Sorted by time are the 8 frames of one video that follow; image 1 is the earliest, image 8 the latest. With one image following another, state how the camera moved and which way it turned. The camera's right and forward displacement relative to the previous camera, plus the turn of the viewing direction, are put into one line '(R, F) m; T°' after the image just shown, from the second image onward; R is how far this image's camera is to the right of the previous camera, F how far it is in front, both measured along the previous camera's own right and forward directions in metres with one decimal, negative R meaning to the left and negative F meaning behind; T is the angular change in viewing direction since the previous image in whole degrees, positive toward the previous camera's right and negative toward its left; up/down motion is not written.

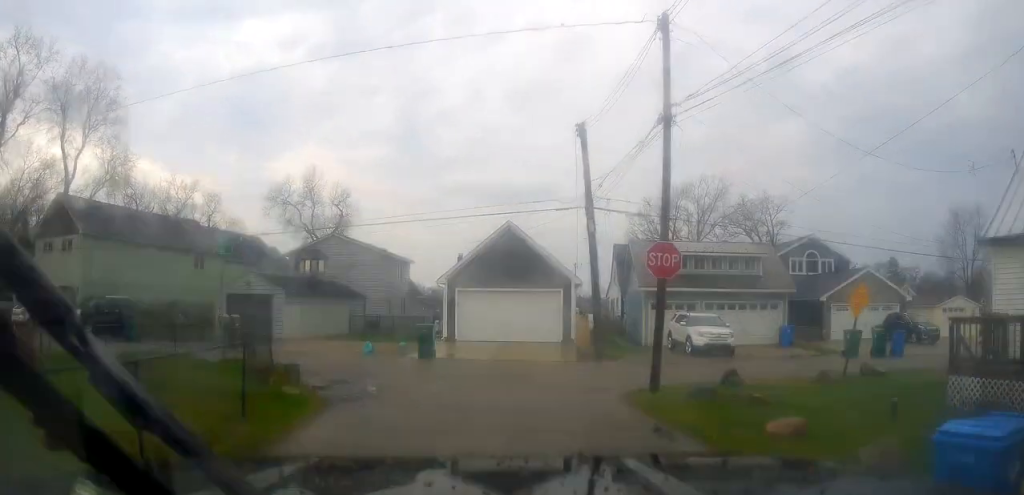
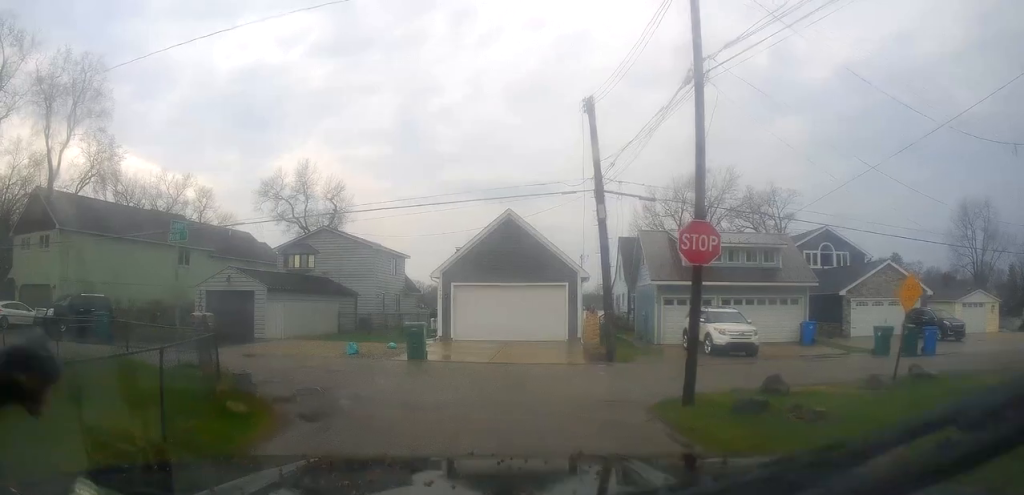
(0.0, +2.7) m; -2°
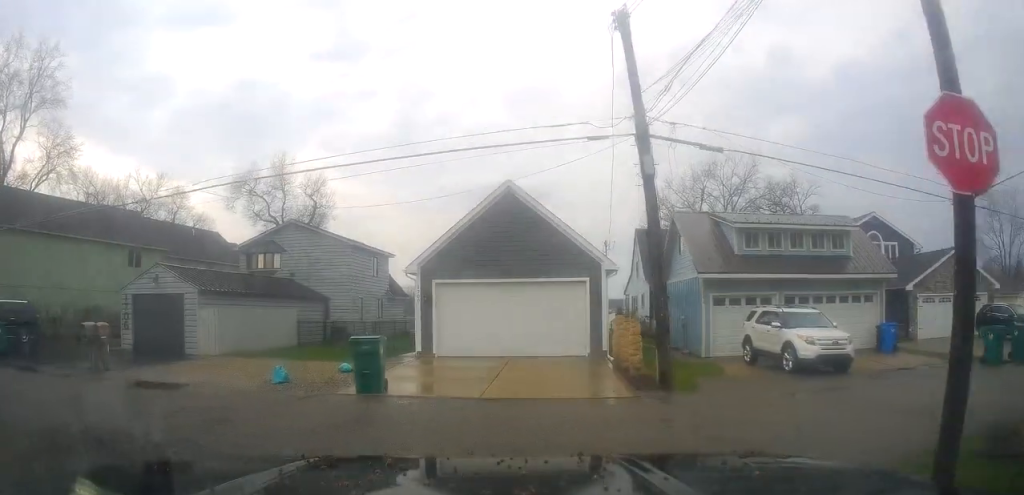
(-0.6, +7.8) m; -7°
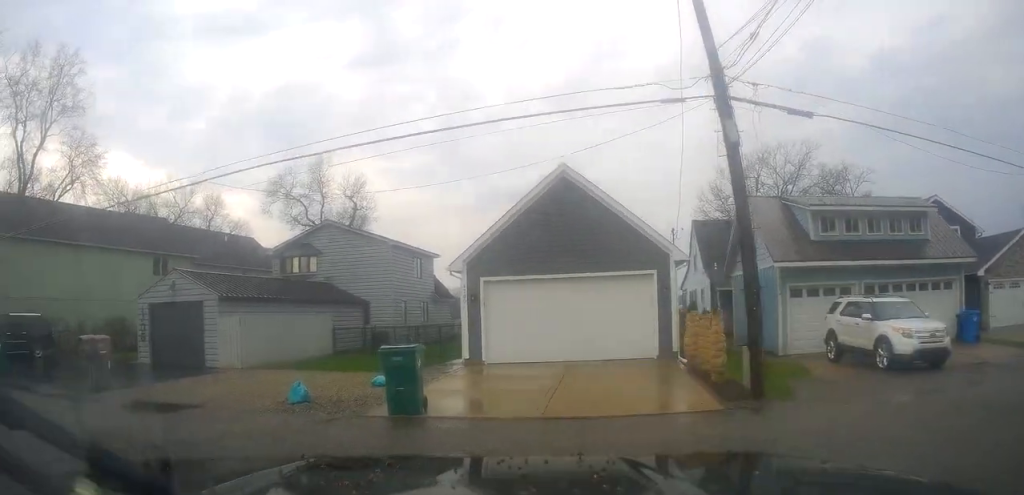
(+0.3, +2.8) m; +5°
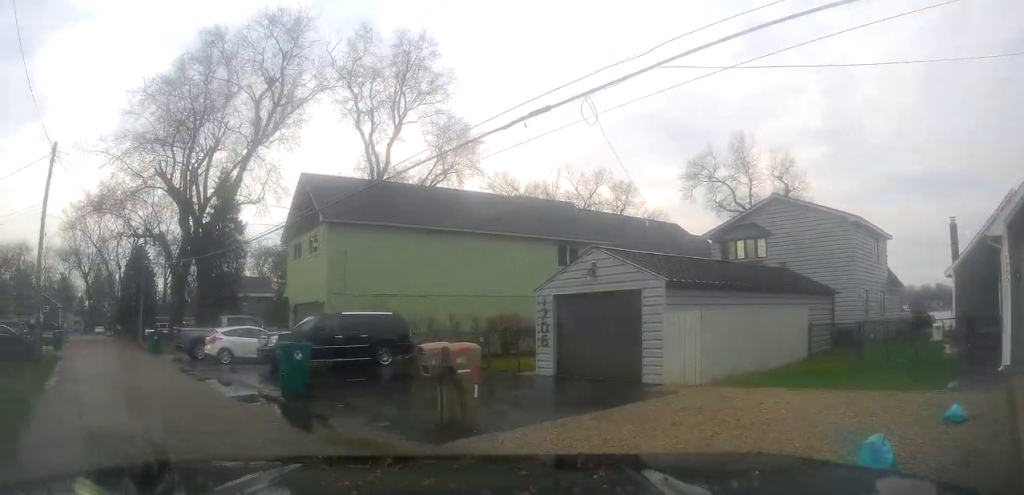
(-1.7, +5.7) m; -57°
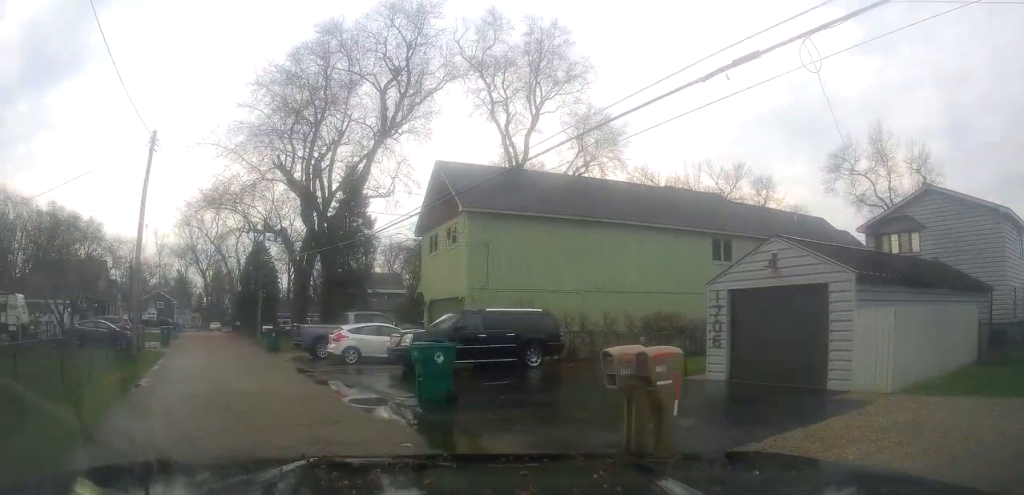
(-0.5, +1.9) m; -21°
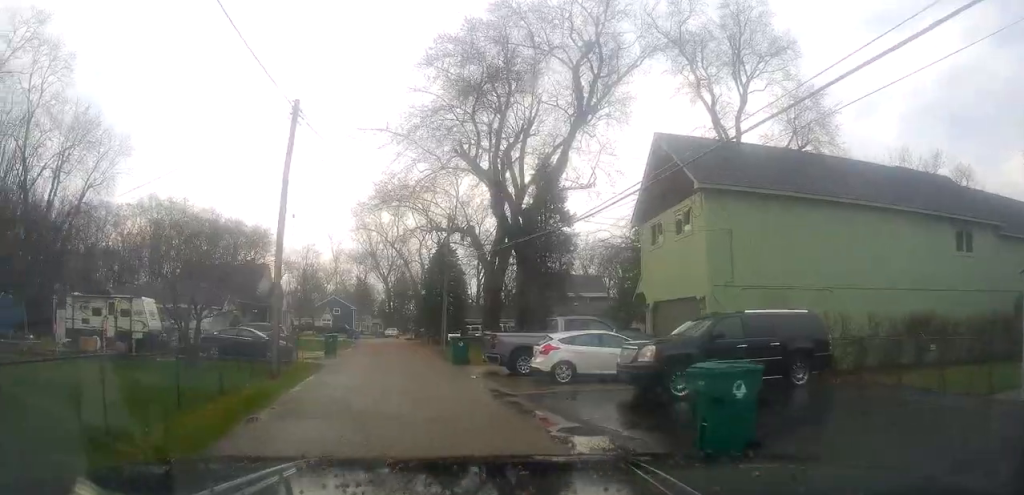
(-0.8, +3.9) m; -17°
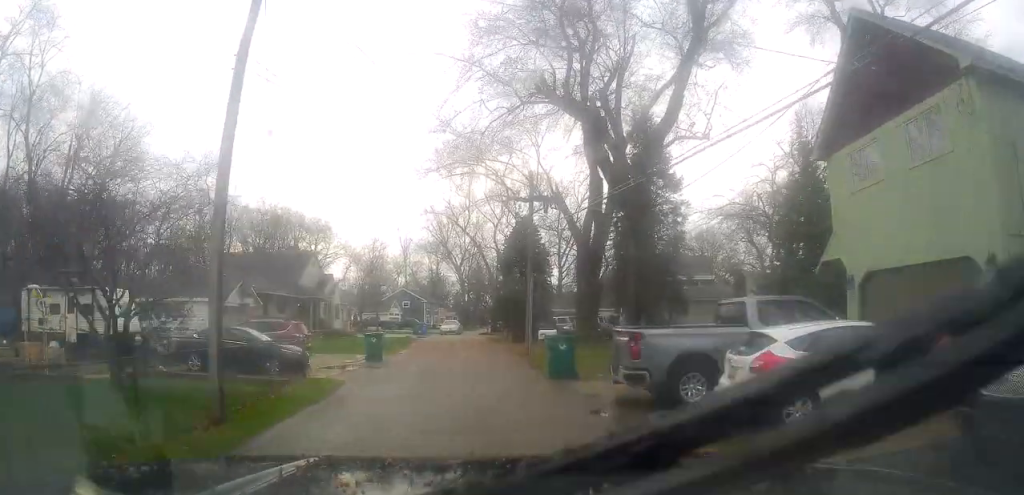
(-0.8, +7.4) m; +5°
